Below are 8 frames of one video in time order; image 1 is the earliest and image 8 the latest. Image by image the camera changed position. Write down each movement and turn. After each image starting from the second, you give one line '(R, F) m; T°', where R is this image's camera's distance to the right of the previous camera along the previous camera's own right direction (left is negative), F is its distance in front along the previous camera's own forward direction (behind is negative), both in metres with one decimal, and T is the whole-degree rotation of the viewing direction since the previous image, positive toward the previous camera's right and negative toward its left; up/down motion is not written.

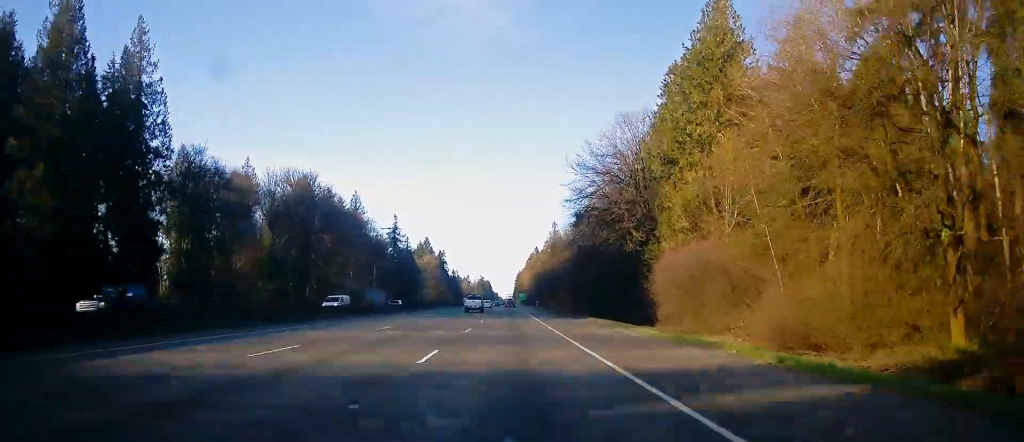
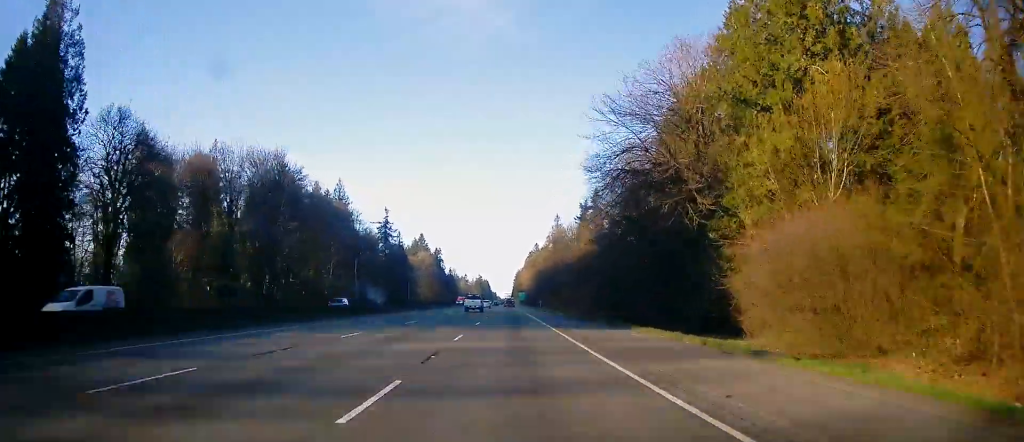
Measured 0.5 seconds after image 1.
(+0.4, +17.7) m; 0°
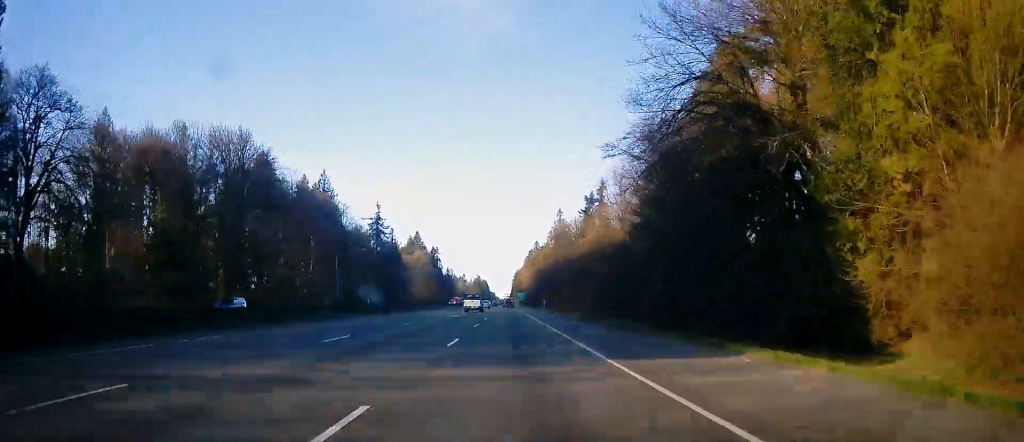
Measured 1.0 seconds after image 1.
(+0.2, +14.4) m; 0°
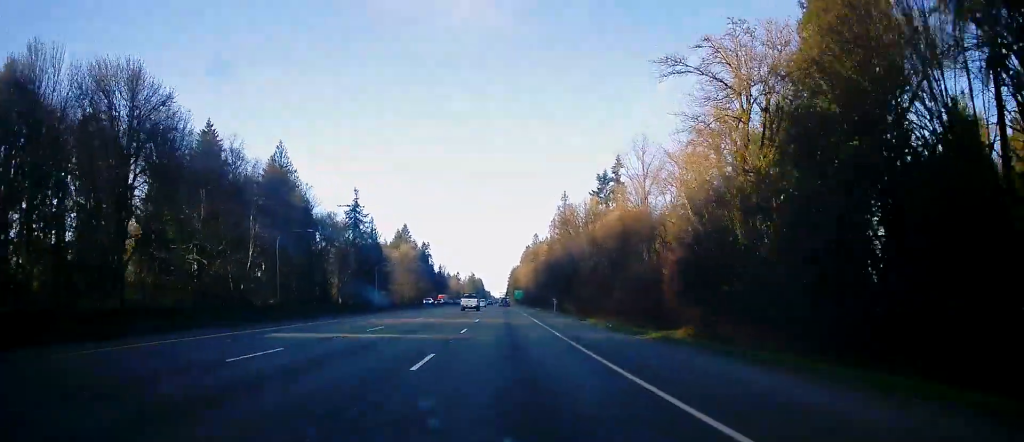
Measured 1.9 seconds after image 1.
(-0.3, +29.9) m; 0°
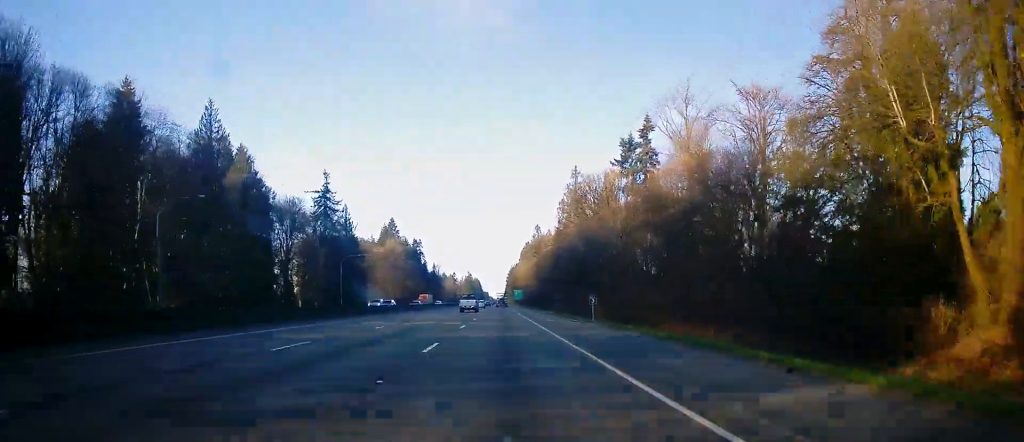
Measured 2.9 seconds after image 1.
(+0.4, +33.2) m; 0°
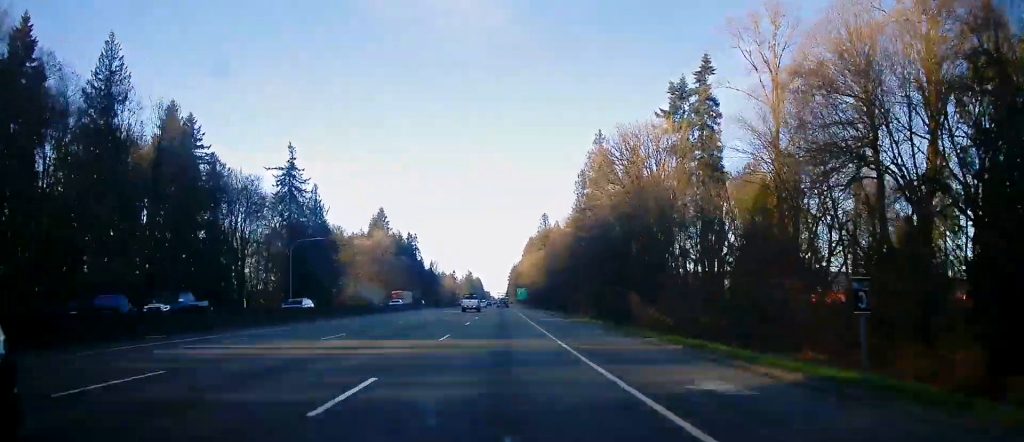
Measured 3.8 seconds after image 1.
(-0.1, +32.2) m; 0°
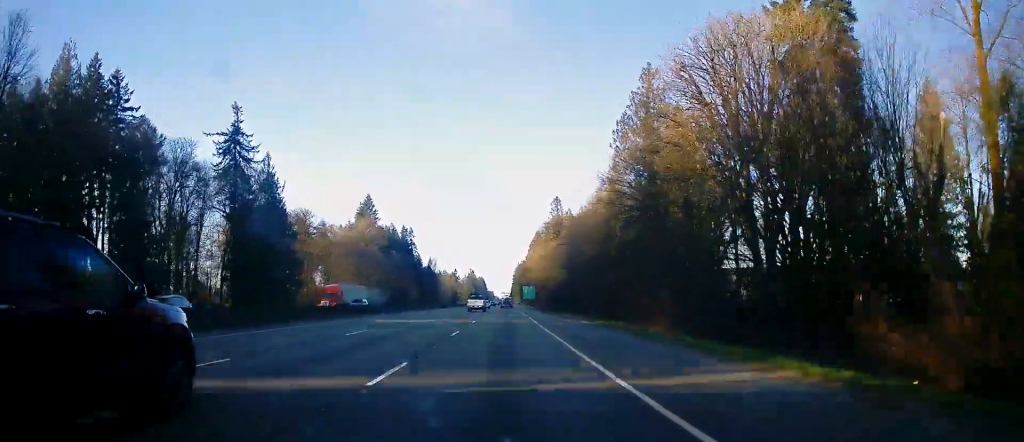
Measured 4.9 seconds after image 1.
(+0.1, +34.3) m; -1°
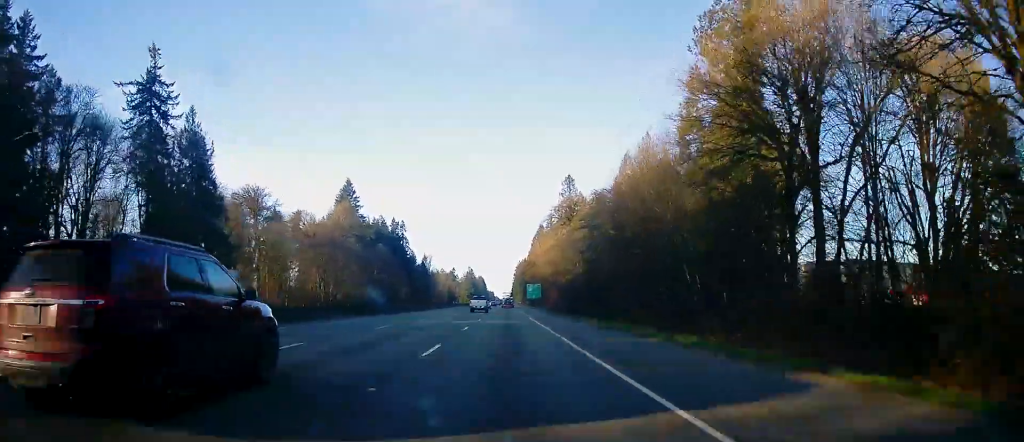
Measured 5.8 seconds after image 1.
(-0.3, +32.1) m; -1°
